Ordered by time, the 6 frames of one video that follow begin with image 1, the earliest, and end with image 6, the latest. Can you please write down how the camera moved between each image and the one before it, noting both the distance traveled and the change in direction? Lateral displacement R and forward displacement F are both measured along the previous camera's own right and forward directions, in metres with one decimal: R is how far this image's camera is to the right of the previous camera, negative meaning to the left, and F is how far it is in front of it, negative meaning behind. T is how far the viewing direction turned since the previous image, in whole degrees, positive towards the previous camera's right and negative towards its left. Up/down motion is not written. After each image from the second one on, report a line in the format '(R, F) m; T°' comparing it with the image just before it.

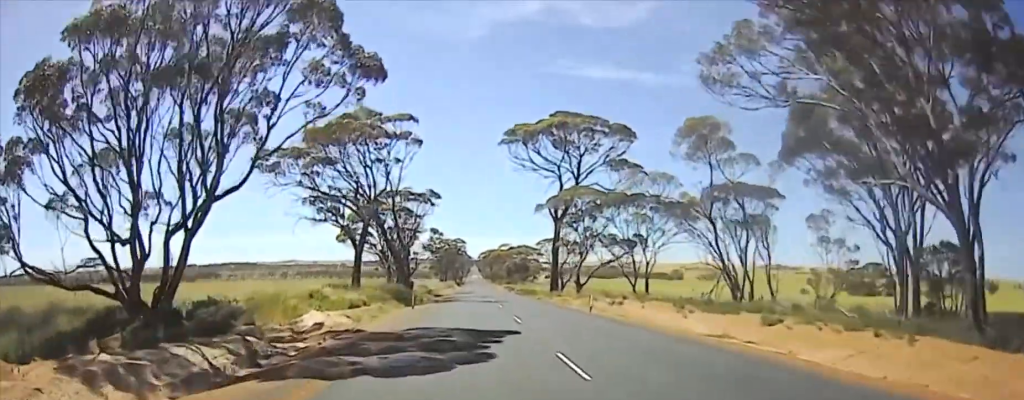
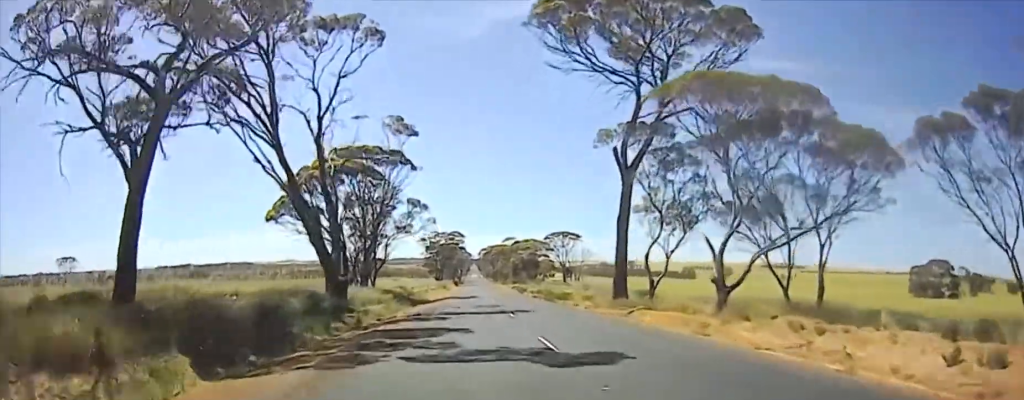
(+0.5, +29.8) m; 0°
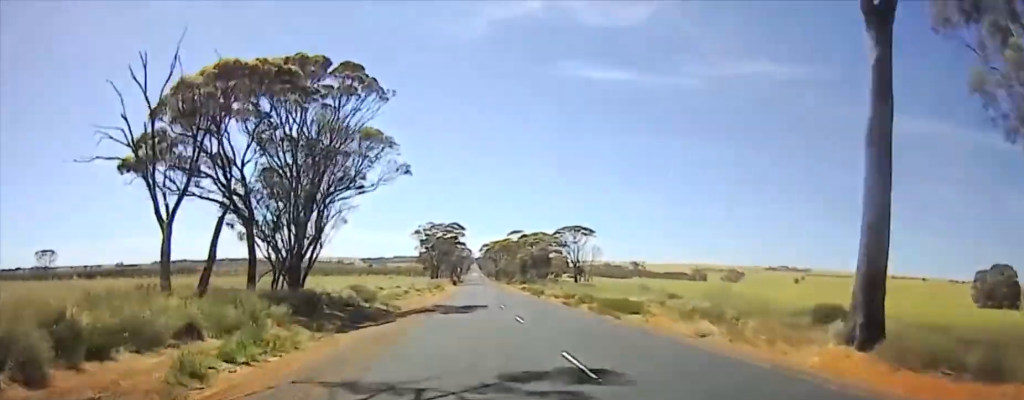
(-0.3, +20.6) m; -2°
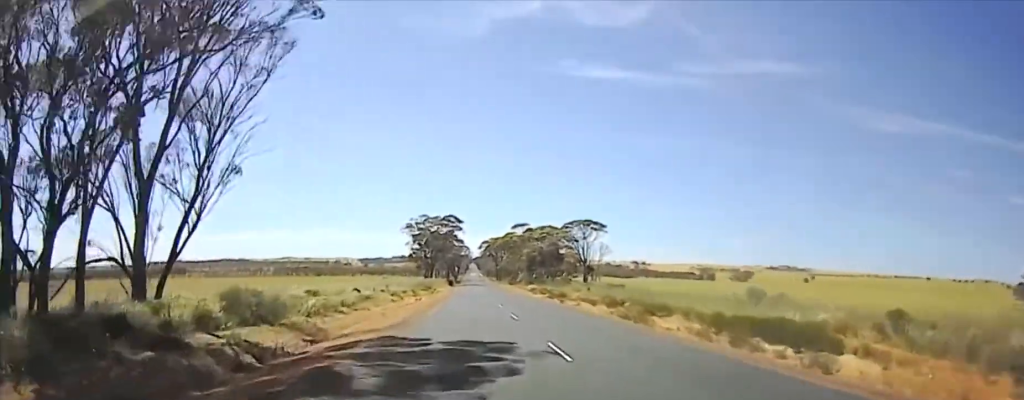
(-0.2, +14.6) m; -1°
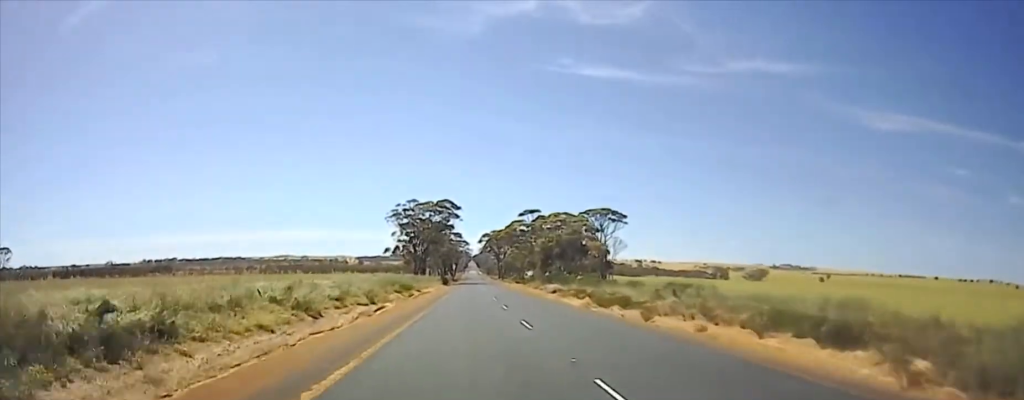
(0.0, +18.1) m; +1°
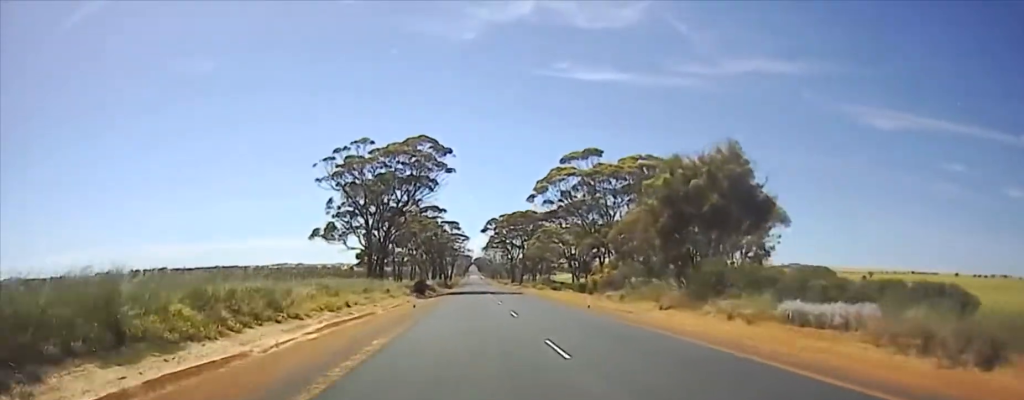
(+1.7, +50.9) m; +3°
